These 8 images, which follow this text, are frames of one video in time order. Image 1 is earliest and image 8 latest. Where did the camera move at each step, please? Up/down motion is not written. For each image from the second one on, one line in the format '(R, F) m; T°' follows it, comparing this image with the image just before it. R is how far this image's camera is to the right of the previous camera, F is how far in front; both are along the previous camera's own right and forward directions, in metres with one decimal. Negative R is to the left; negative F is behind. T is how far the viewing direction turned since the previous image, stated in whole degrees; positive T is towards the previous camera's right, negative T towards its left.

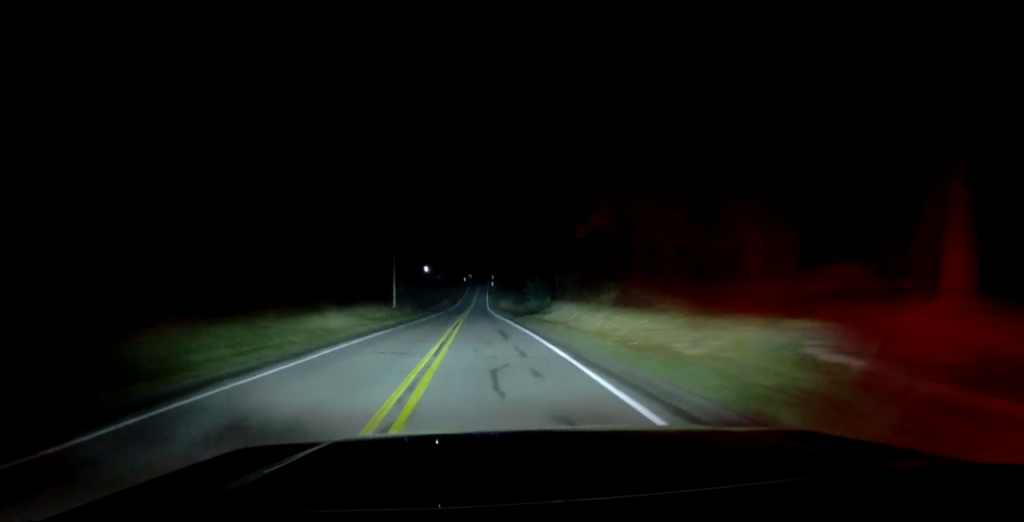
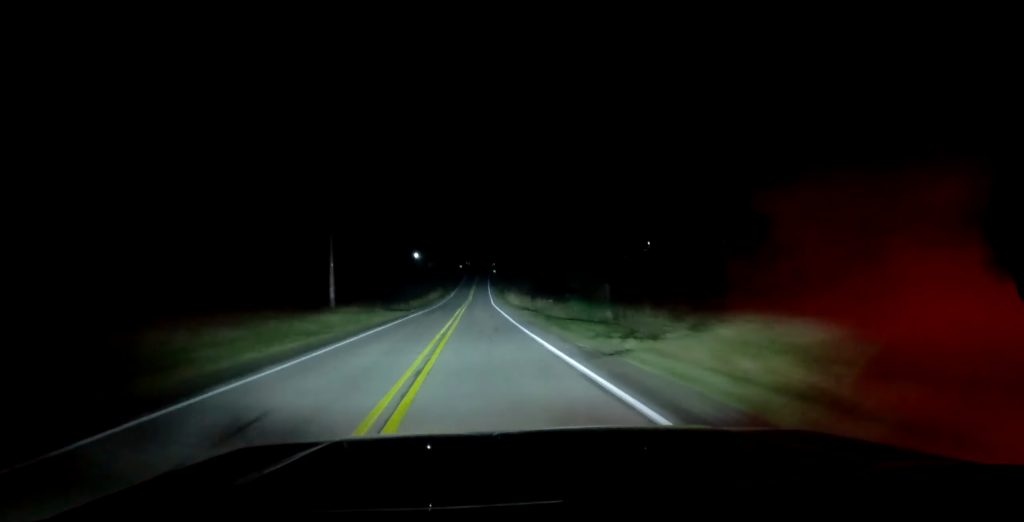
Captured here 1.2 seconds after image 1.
(+0.2, +35.9) m; 0°
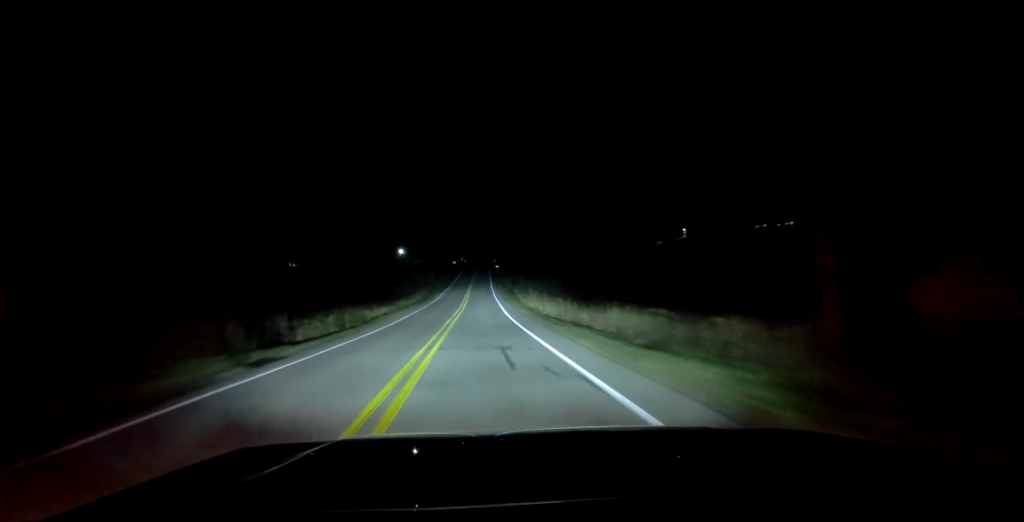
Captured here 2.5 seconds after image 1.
(-0.2, +37.7) m; 0°
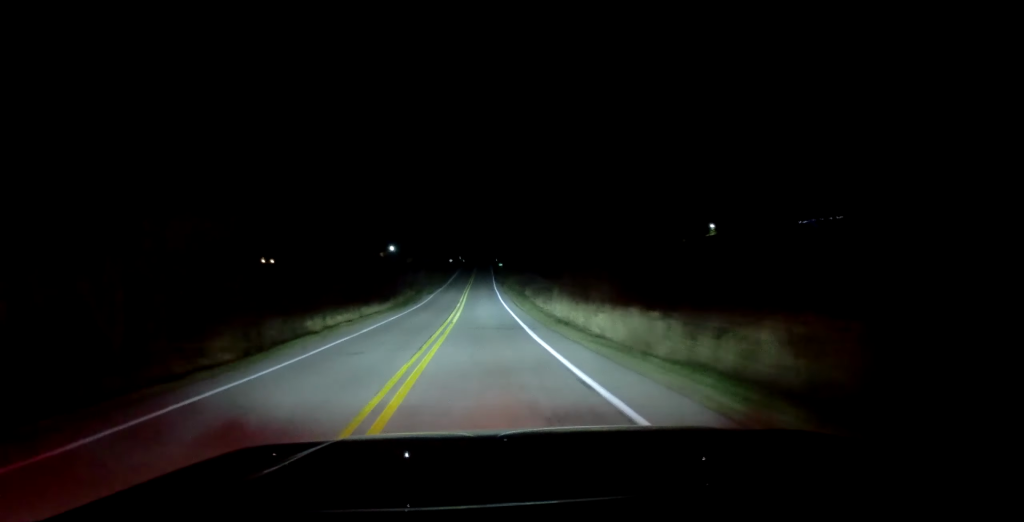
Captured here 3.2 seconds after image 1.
(-0.1, +20.1) m; 0°
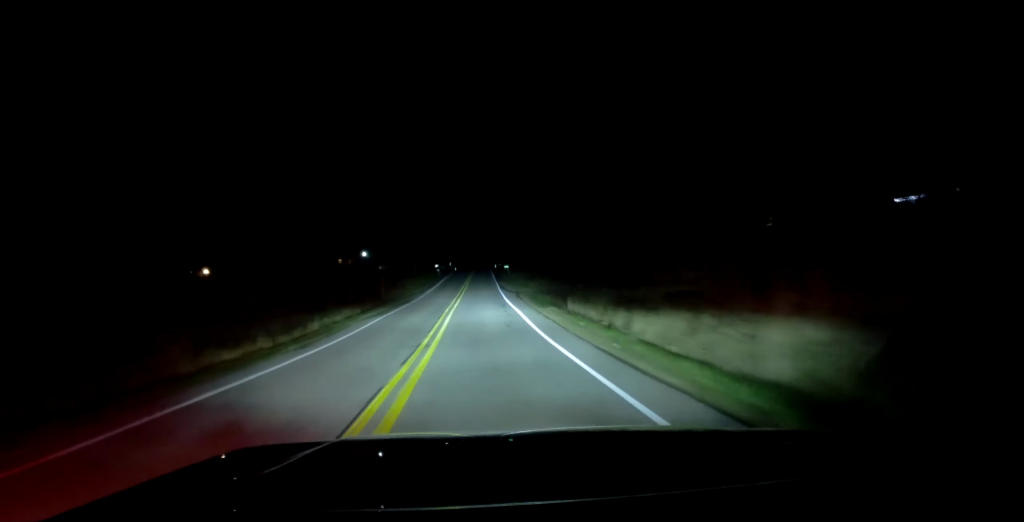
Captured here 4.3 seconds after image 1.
(+0.2, +34.2) m; 0°
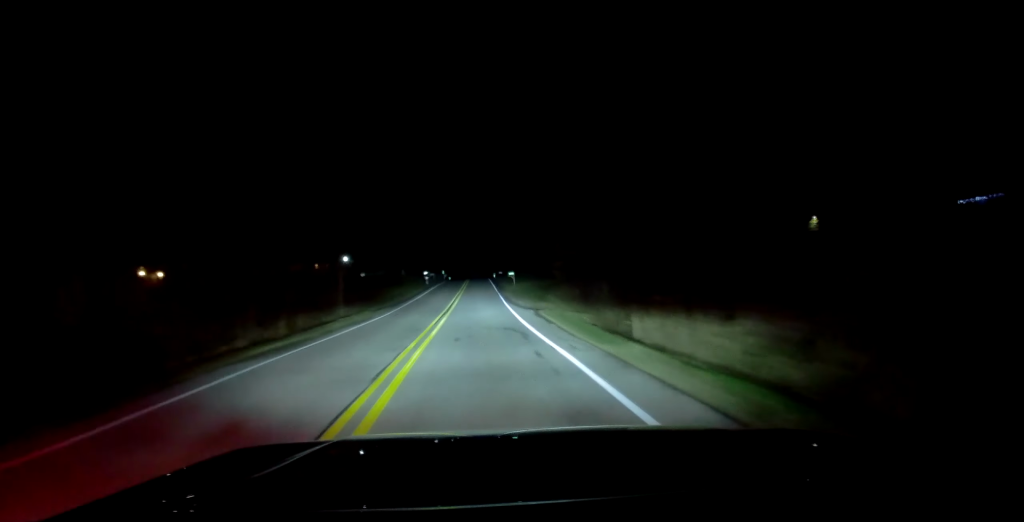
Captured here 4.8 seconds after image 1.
(+0.3, +16.0) m; 0°
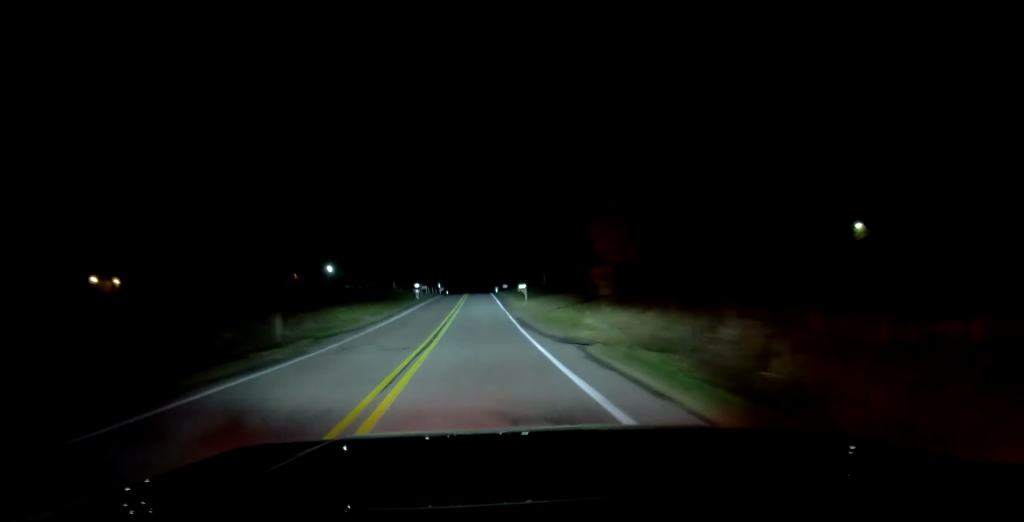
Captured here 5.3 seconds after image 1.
(-0.3, +12.8) m; -1°
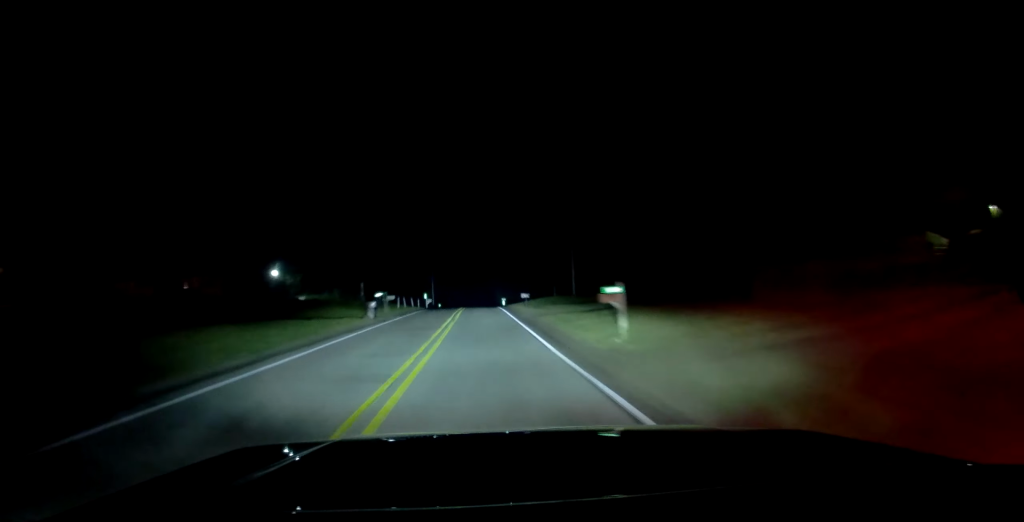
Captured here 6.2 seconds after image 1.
(-0.3, +28.1) m; 0°
